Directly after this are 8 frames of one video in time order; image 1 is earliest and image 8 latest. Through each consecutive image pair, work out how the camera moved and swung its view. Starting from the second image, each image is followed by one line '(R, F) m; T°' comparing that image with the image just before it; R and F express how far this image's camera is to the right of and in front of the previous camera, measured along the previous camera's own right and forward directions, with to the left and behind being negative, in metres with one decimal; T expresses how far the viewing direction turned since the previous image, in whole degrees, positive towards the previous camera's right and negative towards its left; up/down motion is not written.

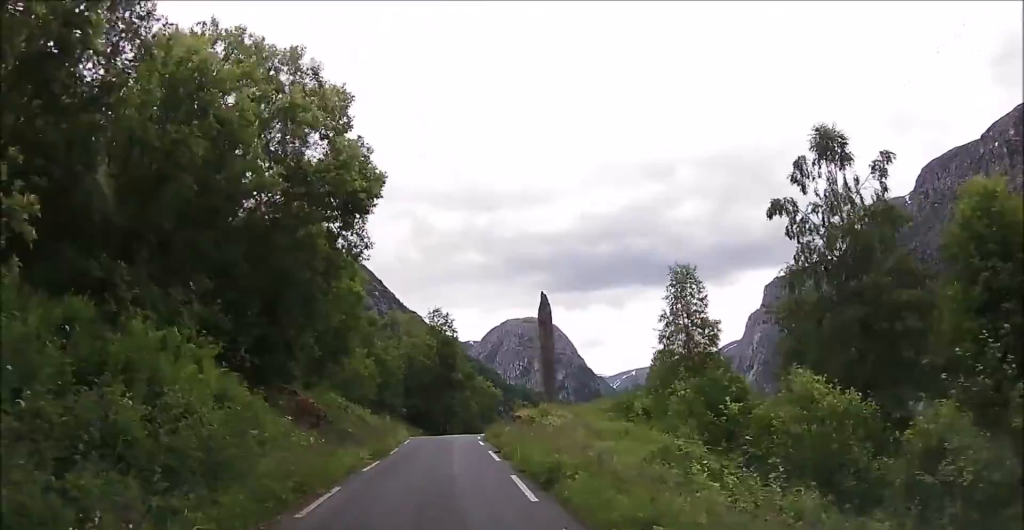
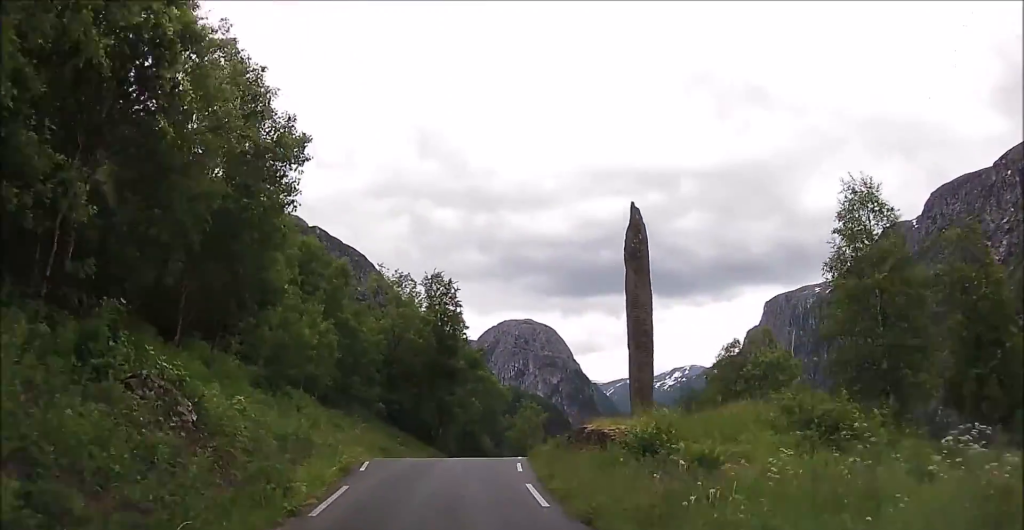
(+0.1, +17.5) m; +2°
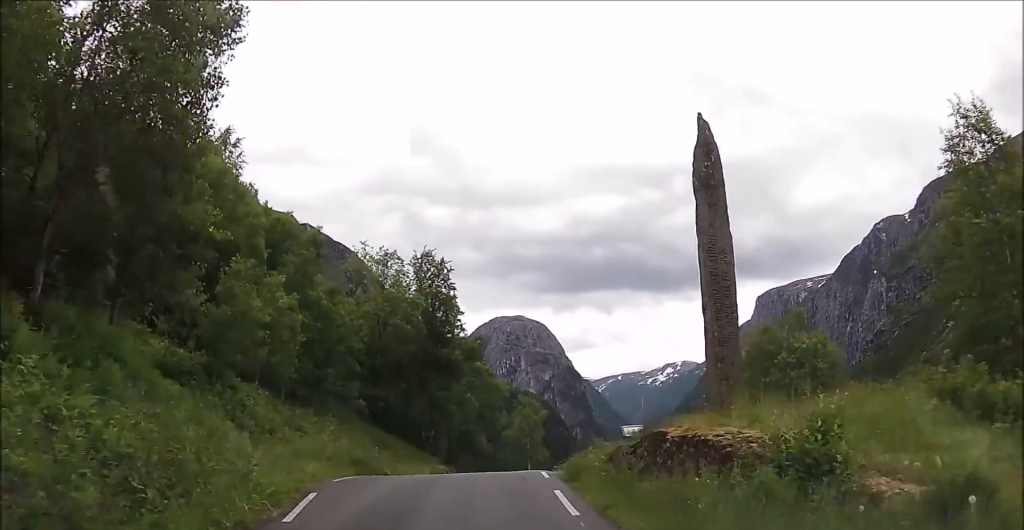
(0.0, +6.6) m; 0°
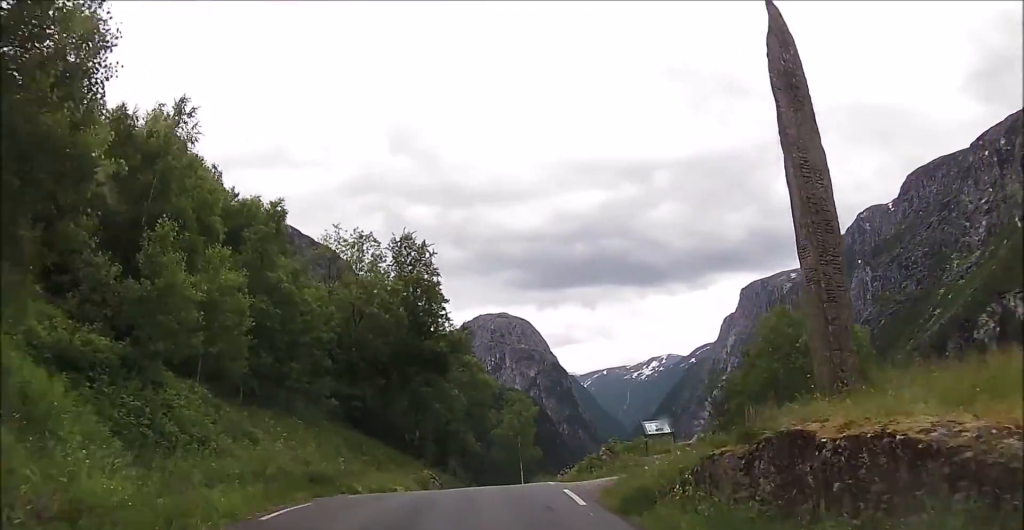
(-0.1, +4.9) m; 0°
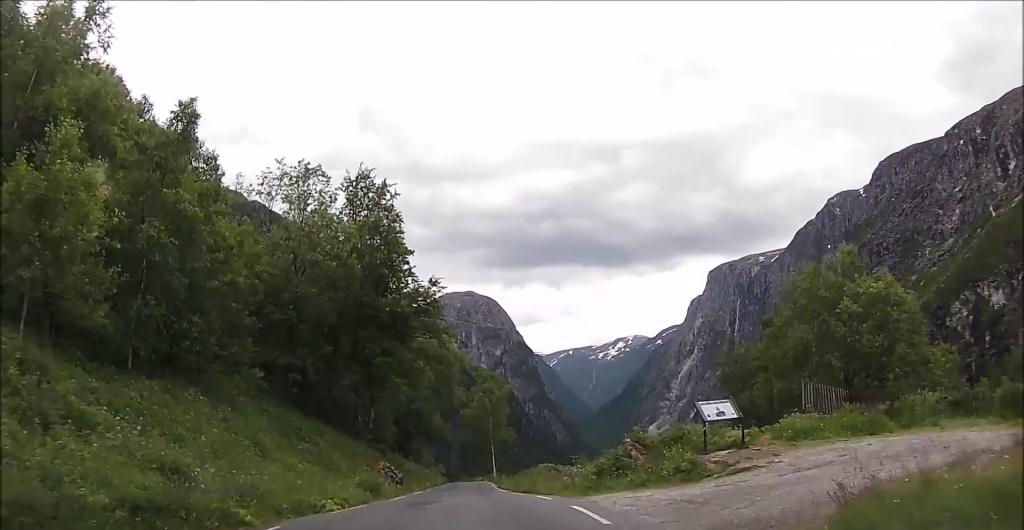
(+0.2, +8.4) m; +2°
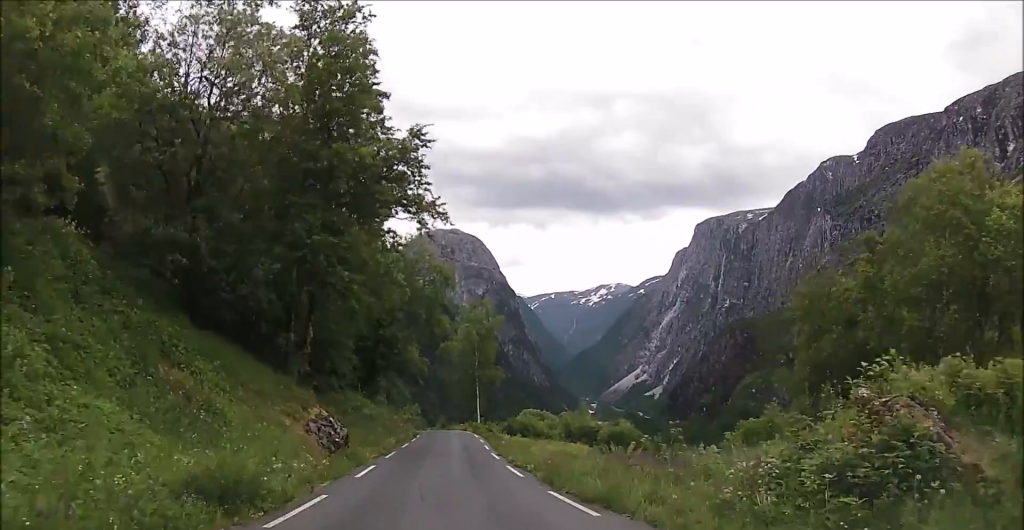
(+0.7, +11.8) m; +5°
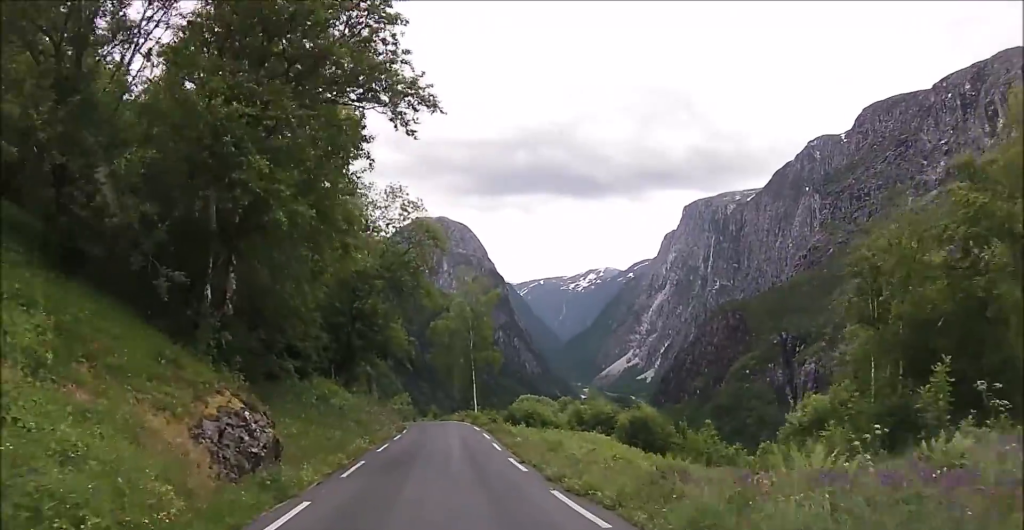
(-0.1, +7.4) m; -1°
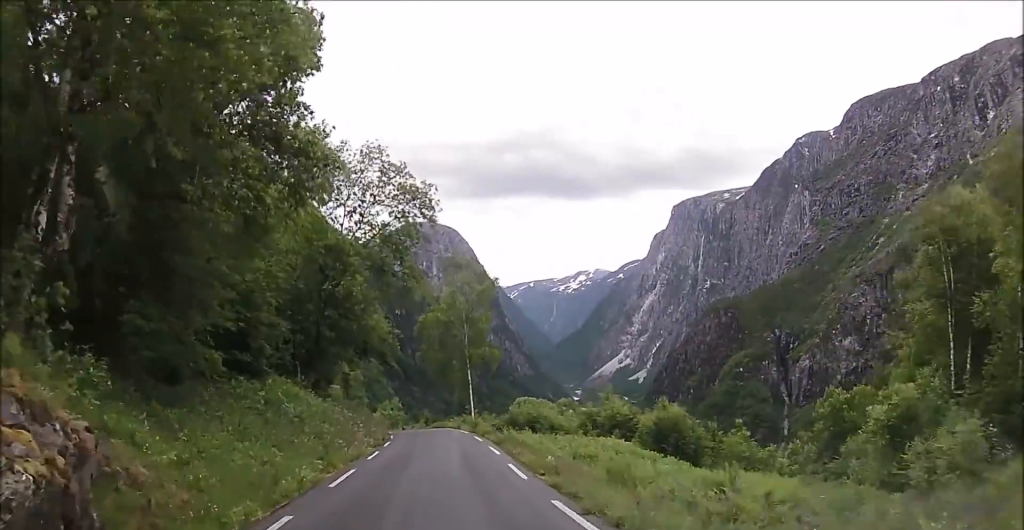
(-0.1, +6.6) m; 0°
